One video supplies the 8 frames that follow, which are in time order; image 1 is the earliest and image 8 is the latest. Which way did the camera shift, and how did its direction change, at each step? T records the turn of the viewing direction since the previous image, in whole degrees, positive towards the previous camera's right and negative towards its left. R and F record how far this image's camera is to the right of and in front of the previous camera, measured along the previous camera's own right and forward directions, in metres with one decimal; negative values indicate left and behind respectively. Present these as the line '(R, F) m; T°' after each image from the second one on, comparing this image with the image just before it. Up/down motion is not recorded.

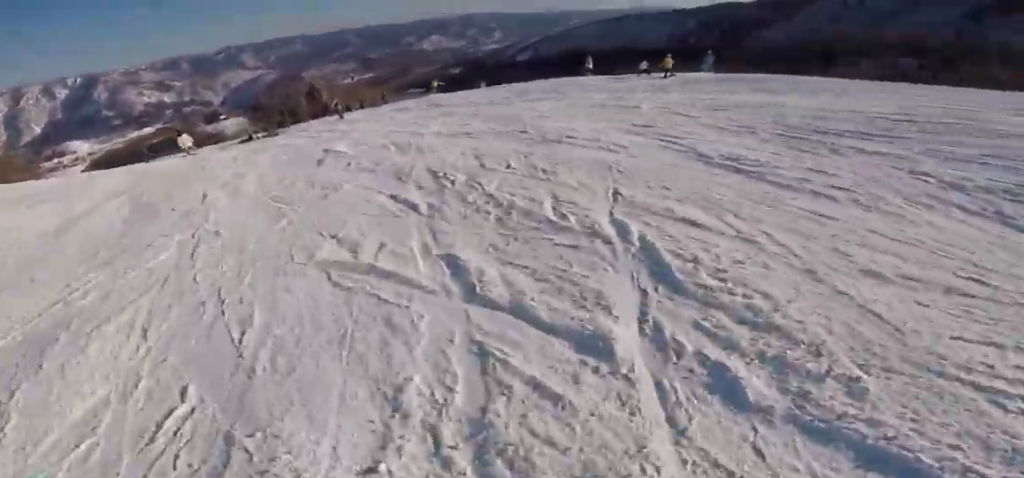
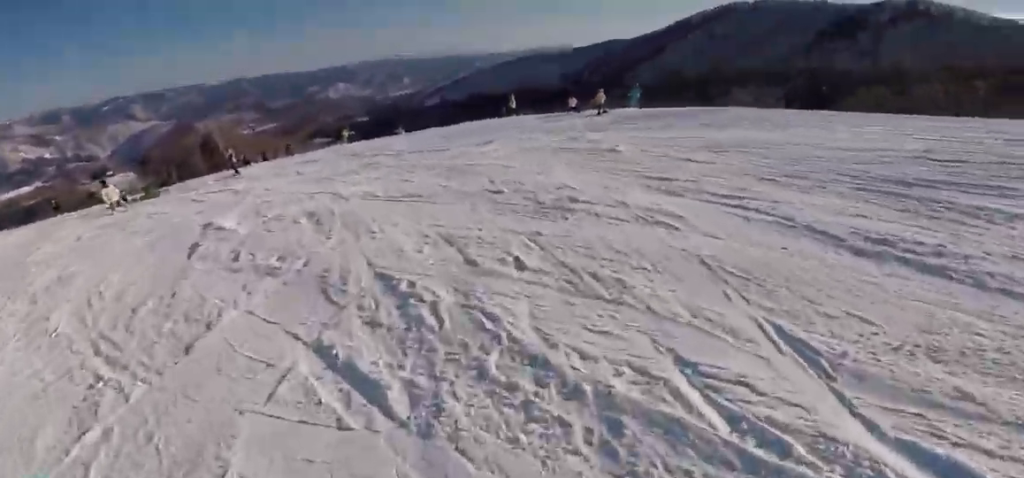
(0.0, +3.2) m; -3°
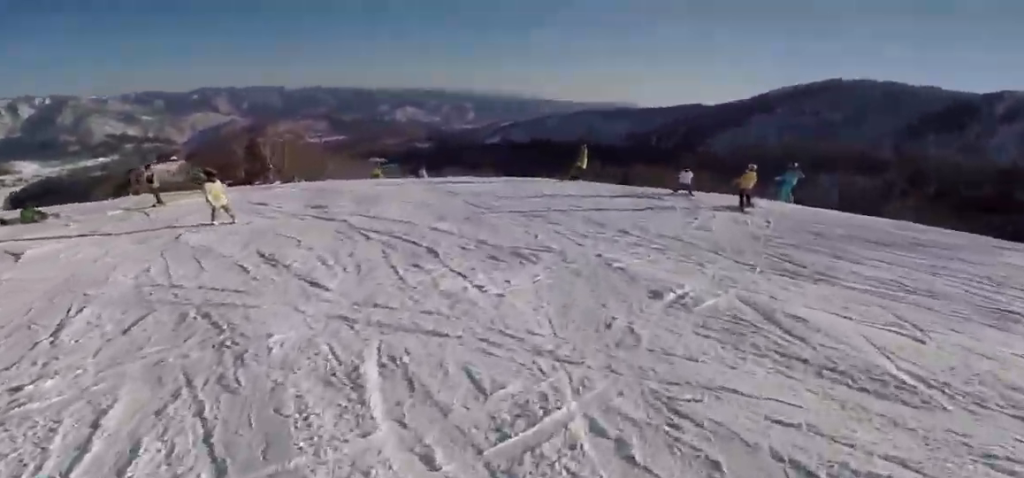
(-0.6, +9.3) m; -6°
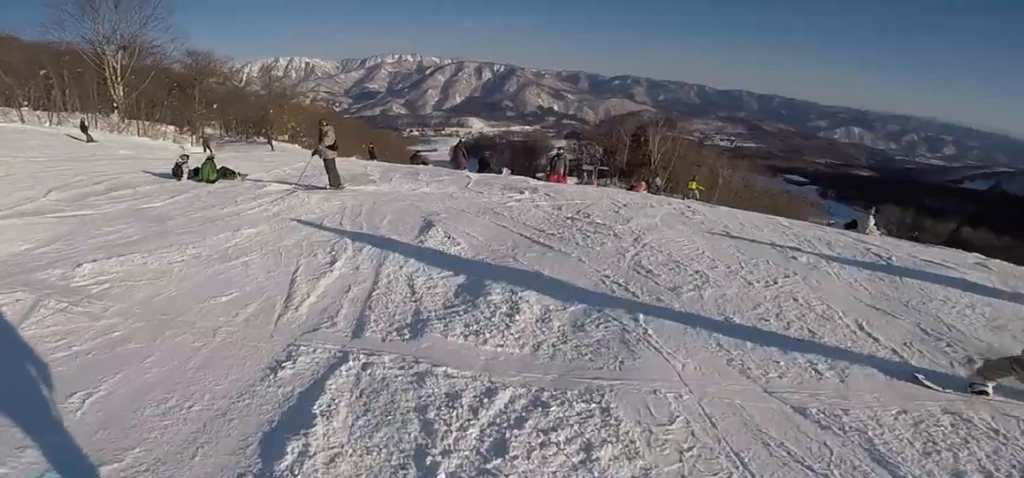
(-3.1, +8.9) m; -42°
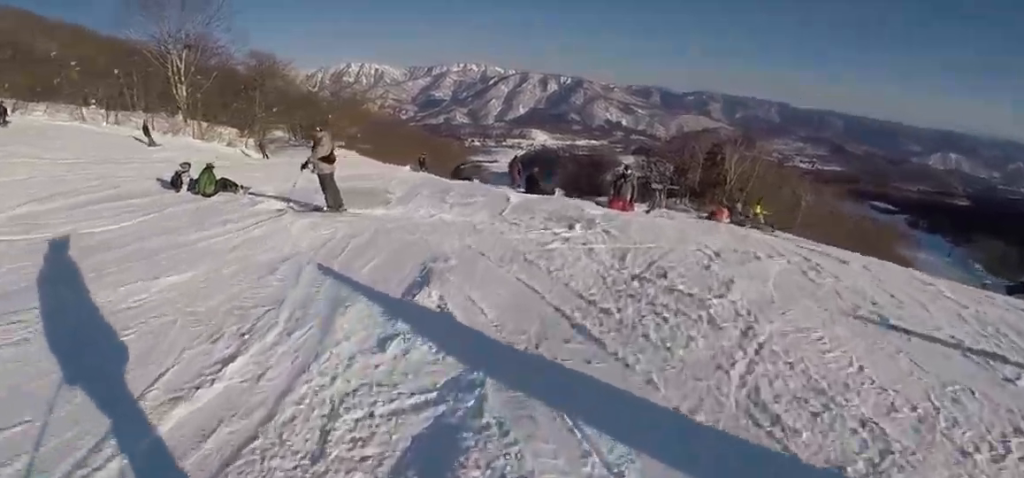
(0.0, +2.1) m; -4°
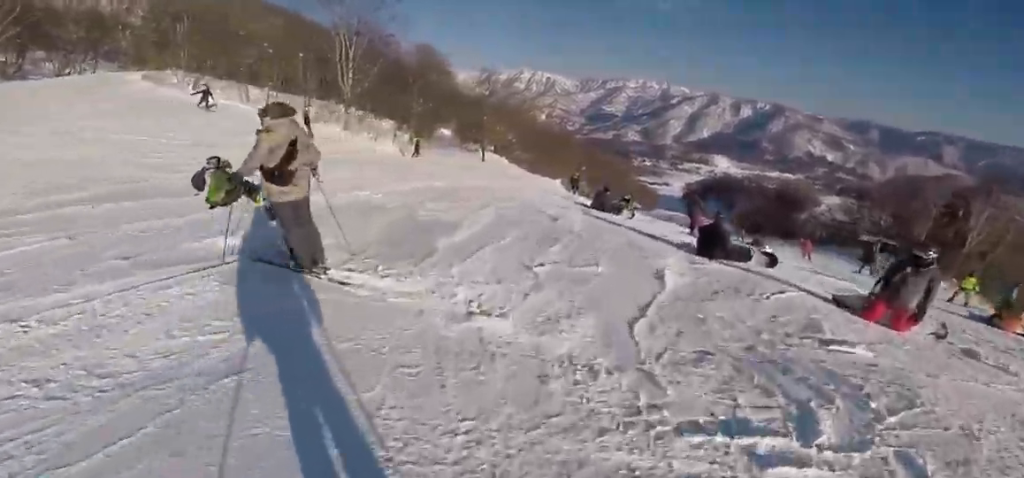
(-0.2, +4.0) m; -11°
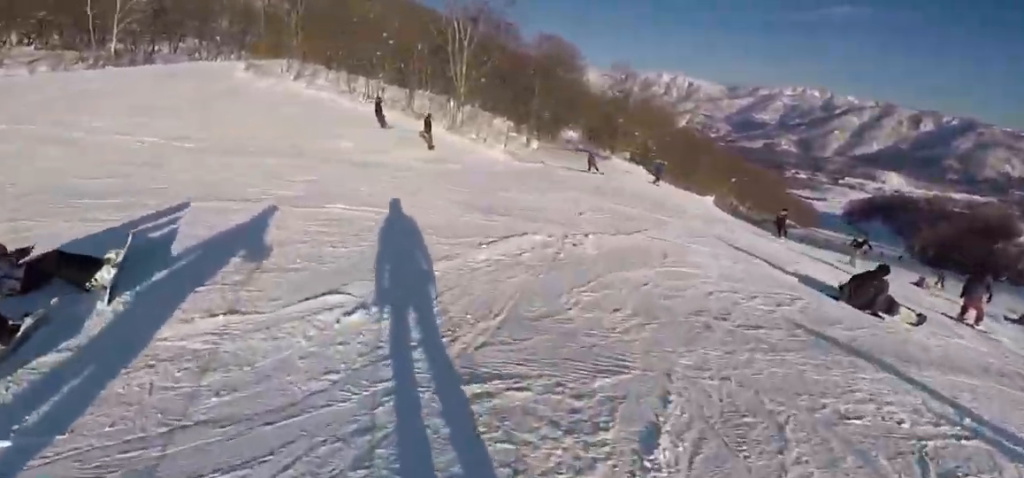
(-1.3, +5.7) m; -30°
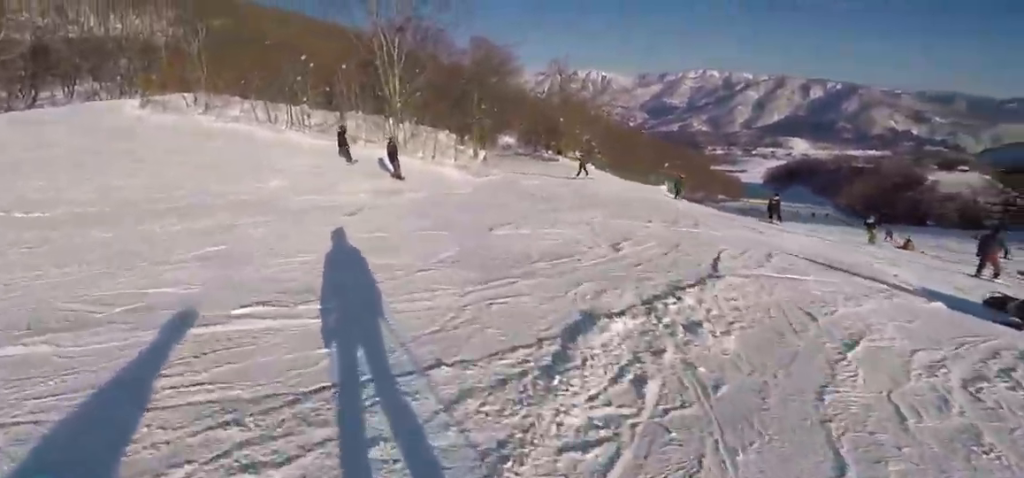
(-0.7, +3.5) m; +1°
